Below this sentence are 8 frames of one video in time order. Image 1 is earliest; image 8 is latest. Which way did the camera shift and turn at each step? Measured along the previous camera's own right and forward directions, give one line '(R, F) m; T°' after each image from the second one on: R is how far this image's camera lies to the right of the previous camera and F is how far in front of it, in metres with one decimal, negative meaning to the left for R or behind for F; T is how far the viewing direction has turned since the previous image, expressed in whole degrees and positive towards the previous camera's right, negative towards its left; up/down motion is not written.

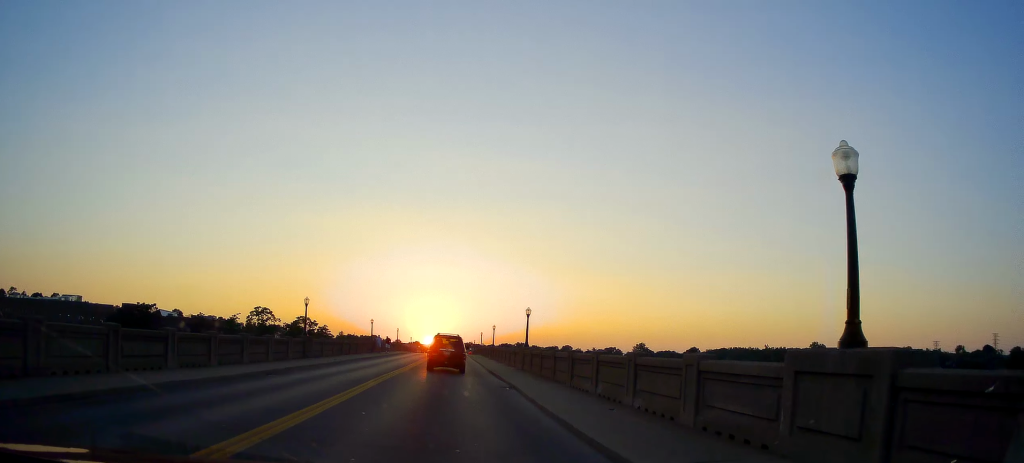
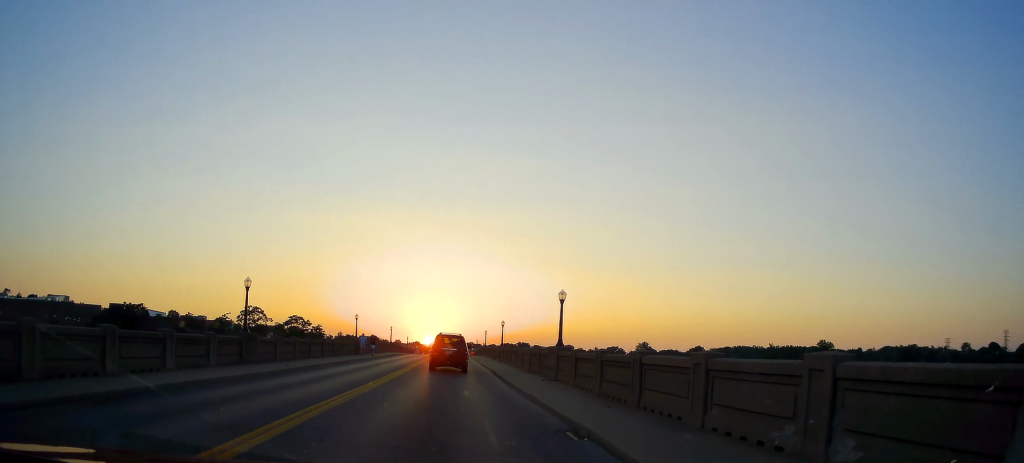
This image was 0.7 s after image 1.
(+0.1, +10.7) m; +1°
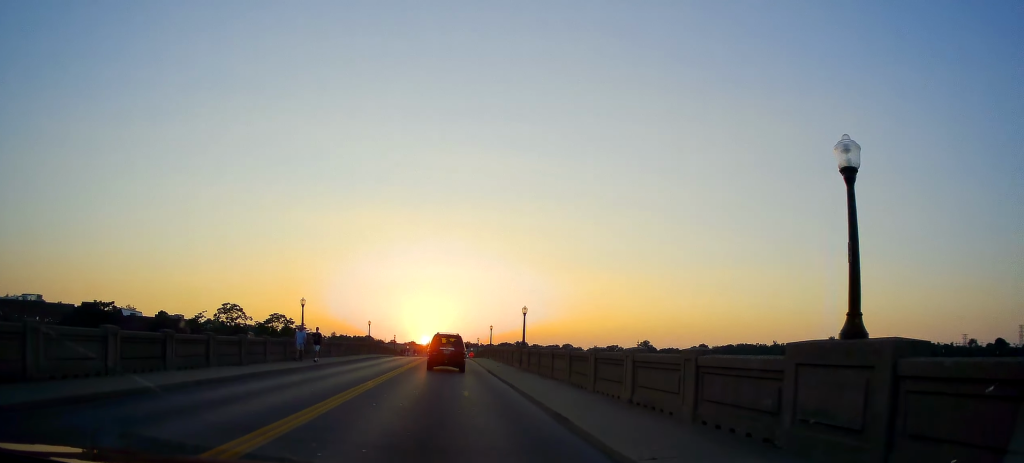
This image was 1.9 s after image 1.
(0.0, +18.2) m; -2°
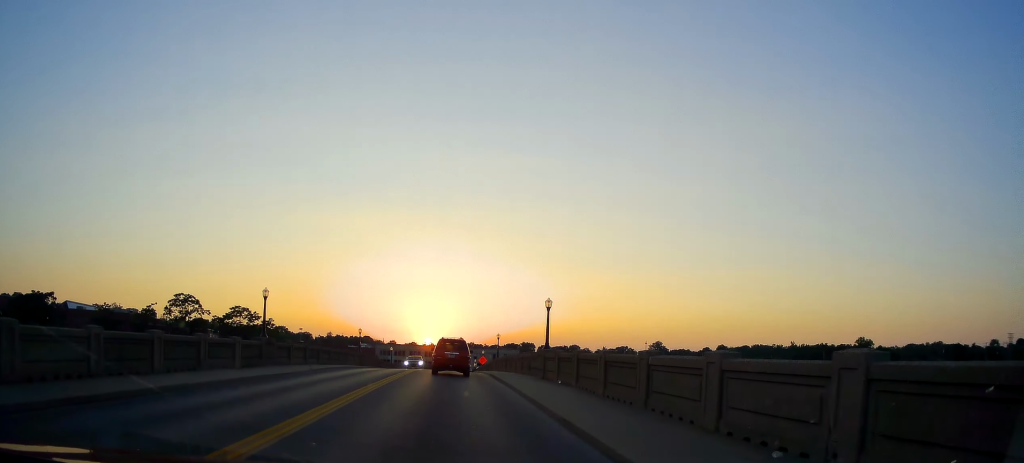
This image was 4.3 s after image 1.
(+1.7, +36.0) m; +4°
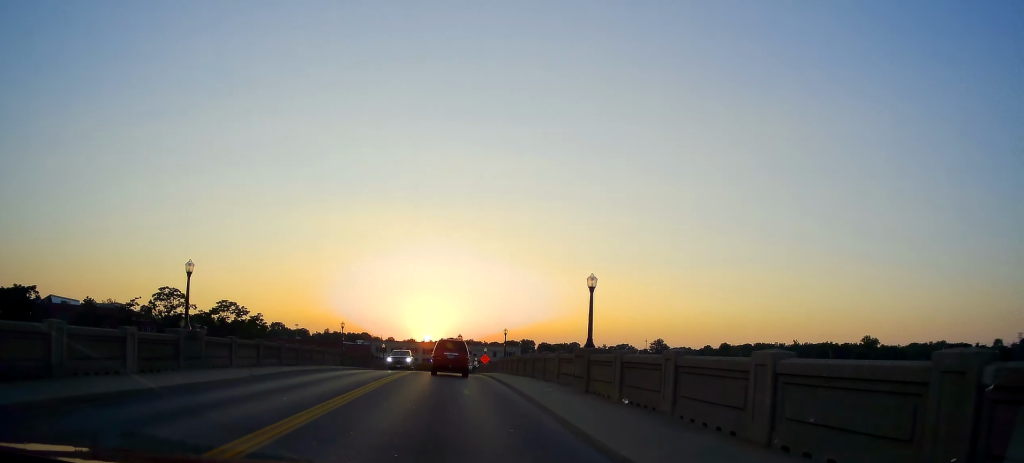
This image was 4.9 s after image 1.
(-0.2, +8.4) m; -2°
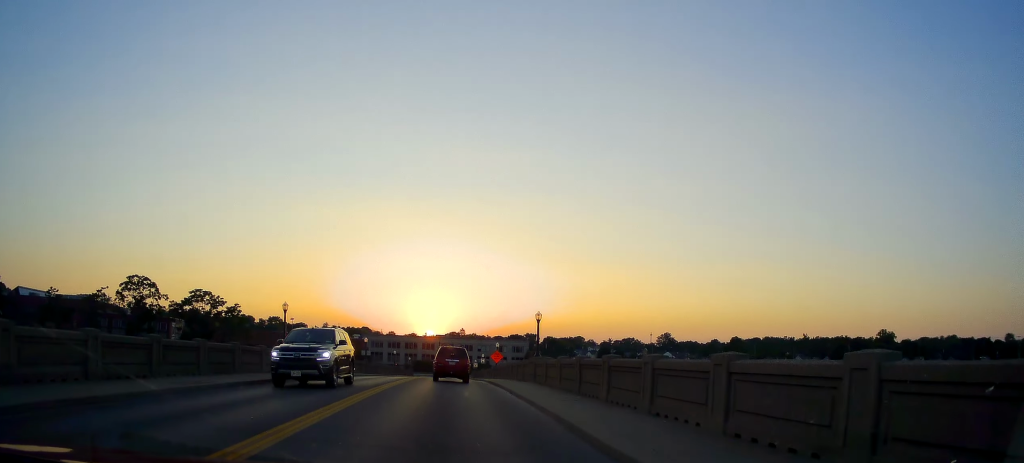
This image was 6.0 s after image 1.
(-0.2, +17.0) m; -3°
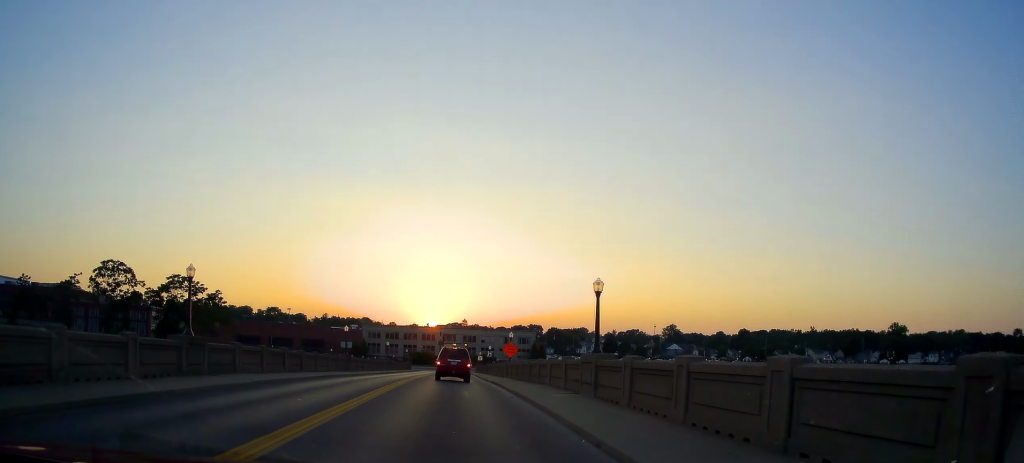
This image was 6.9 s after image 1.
(-0.6, +11.8) m; 0°
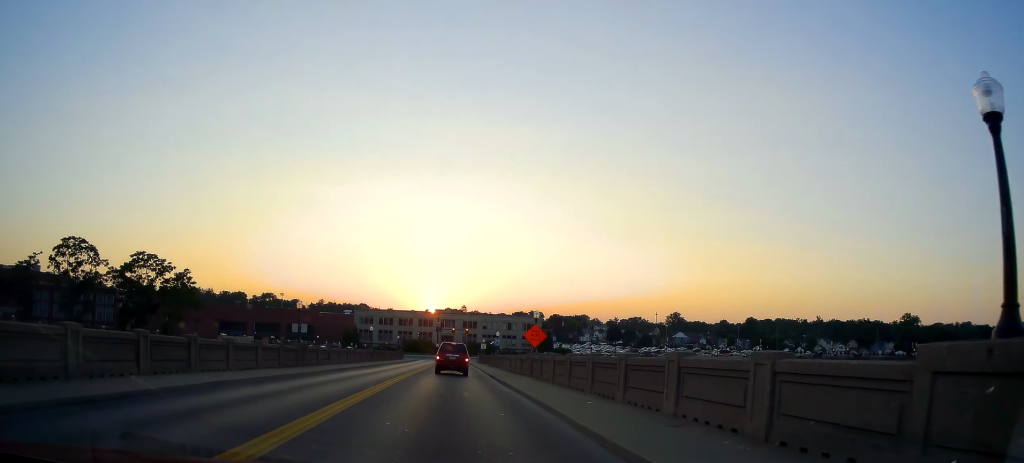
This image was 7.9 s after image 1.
(+0.7, +14.5) m; +3°
